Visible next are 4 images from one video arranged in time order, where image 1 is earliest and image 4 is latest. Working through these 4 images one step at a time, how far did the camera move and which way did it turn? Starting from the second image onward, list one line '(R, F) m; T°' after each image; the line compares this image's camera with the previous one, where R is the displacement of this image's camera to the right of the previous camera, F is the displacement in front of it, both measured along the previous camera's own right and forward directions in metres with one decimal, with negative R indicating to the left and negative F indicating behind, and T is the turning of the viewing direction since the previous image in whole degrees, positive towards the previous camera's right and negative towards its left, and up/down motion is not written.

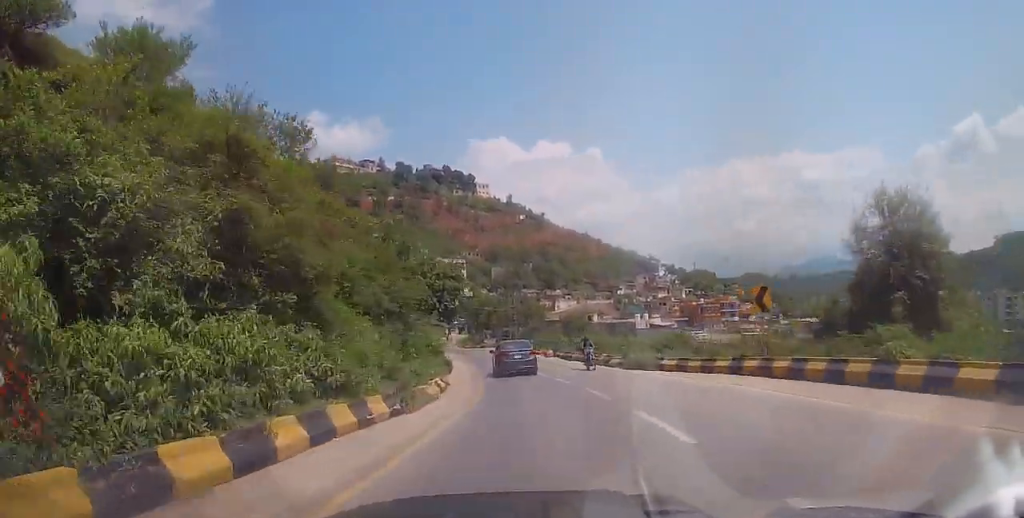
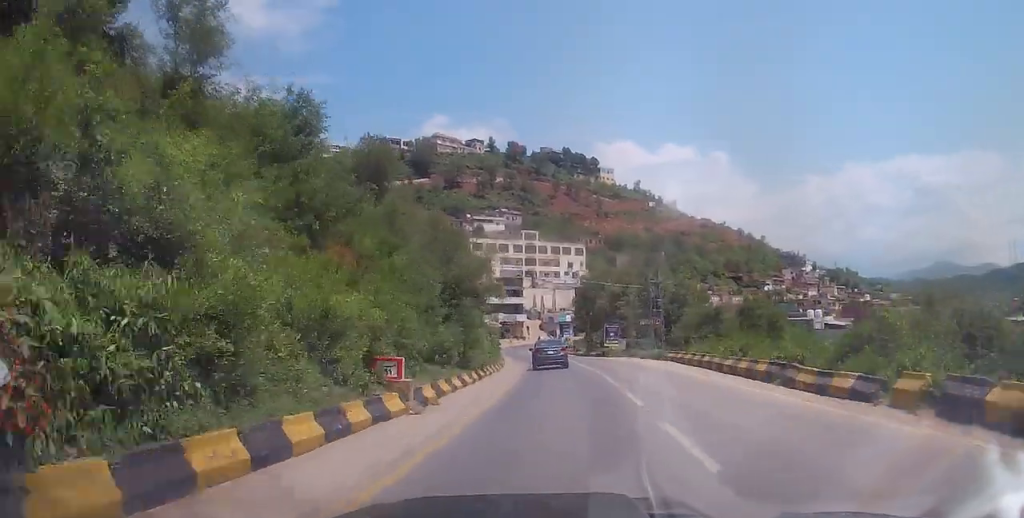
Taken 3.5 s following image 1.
(-2.6, +43.3) m; -9°
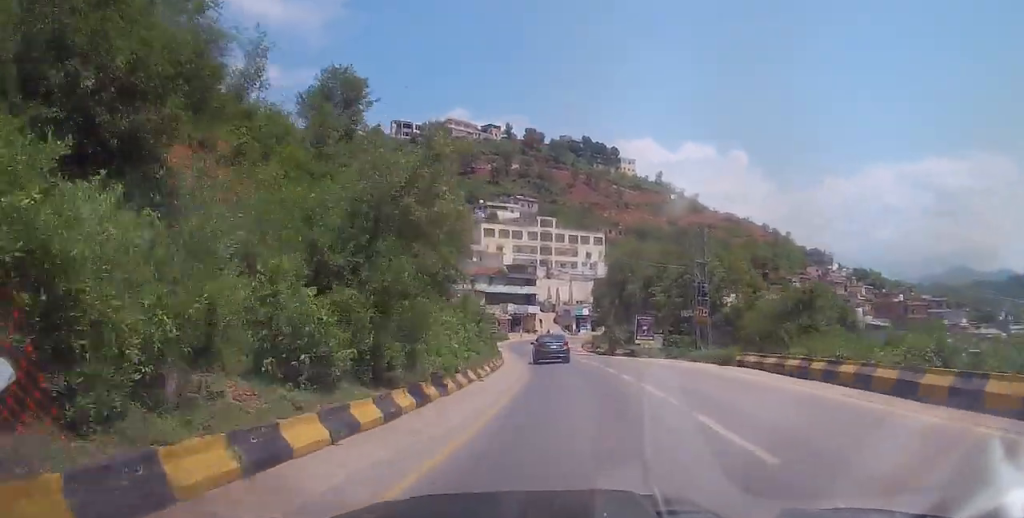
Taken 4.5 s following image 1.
(-0.4, +12.0) m; -2°
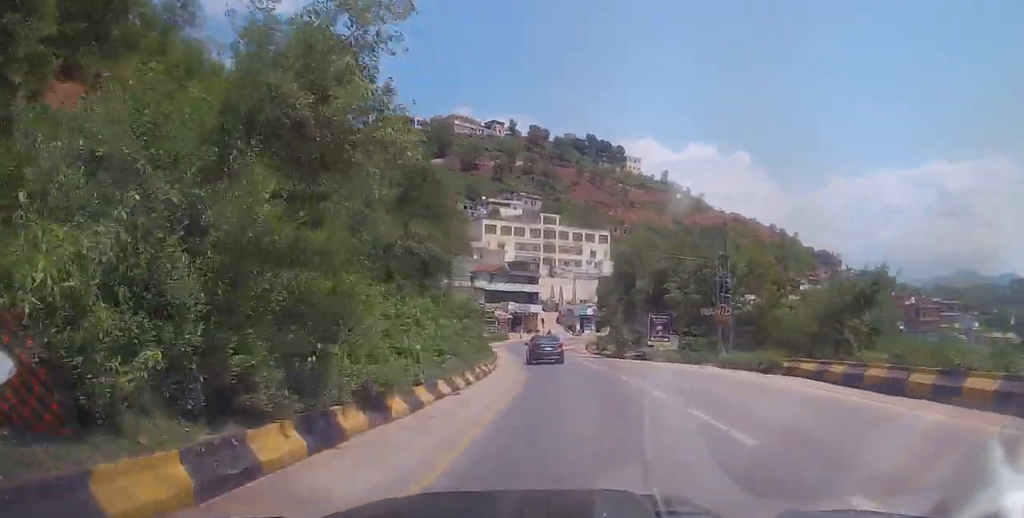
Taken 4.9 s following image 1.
(-0.1, +5.0) m; 0°
